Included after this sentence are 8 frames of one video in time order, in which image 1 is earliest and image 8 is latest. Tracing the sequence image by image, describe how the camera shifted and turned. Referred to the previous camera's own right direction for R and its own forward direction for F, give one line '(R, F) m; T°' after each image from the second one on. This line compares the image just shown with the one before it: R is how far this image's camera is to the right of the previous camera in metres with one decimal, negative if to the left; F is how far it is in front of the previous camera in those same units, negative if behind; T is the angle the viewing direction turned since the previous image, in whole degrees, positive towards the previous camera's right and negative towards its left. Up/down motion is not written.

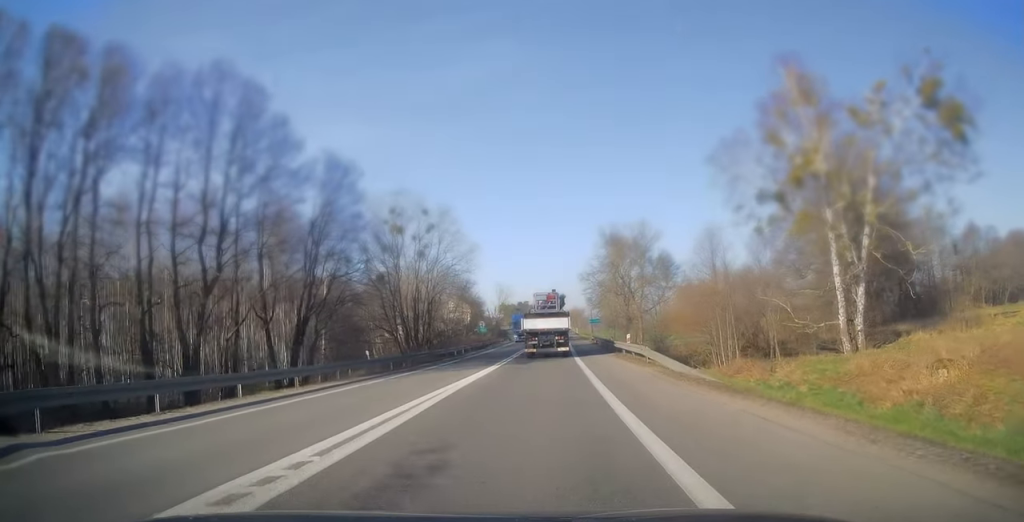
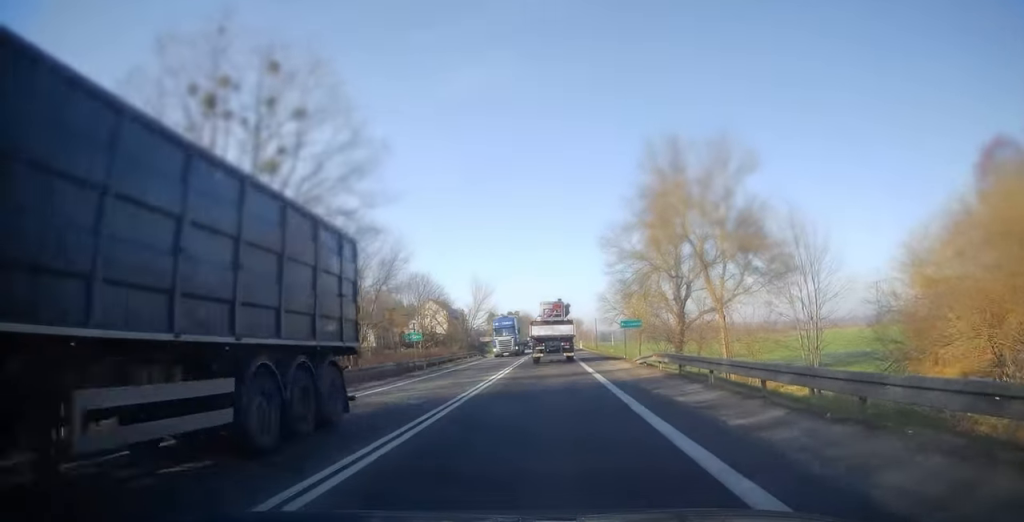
(+0.2, +36.8) m; 0°
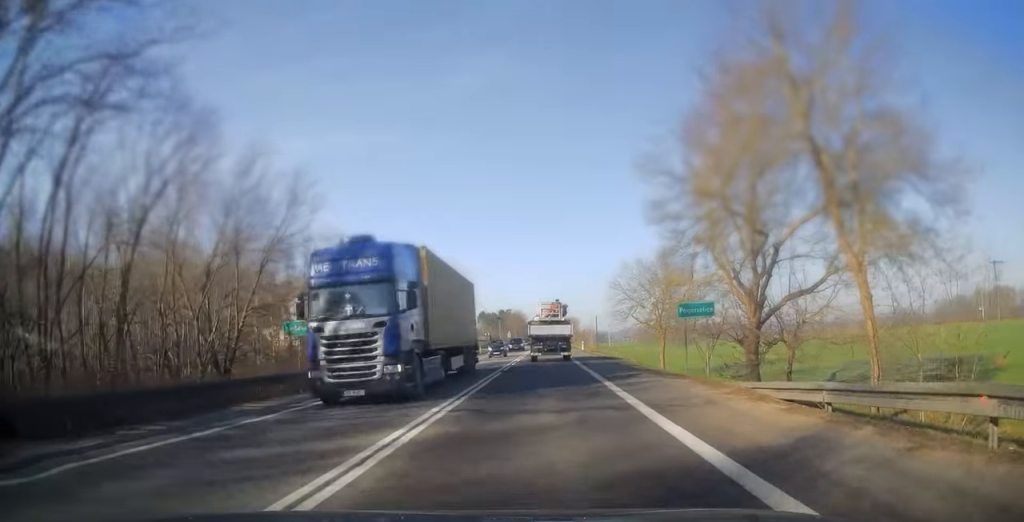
(0.0, +18.6) m; 0°
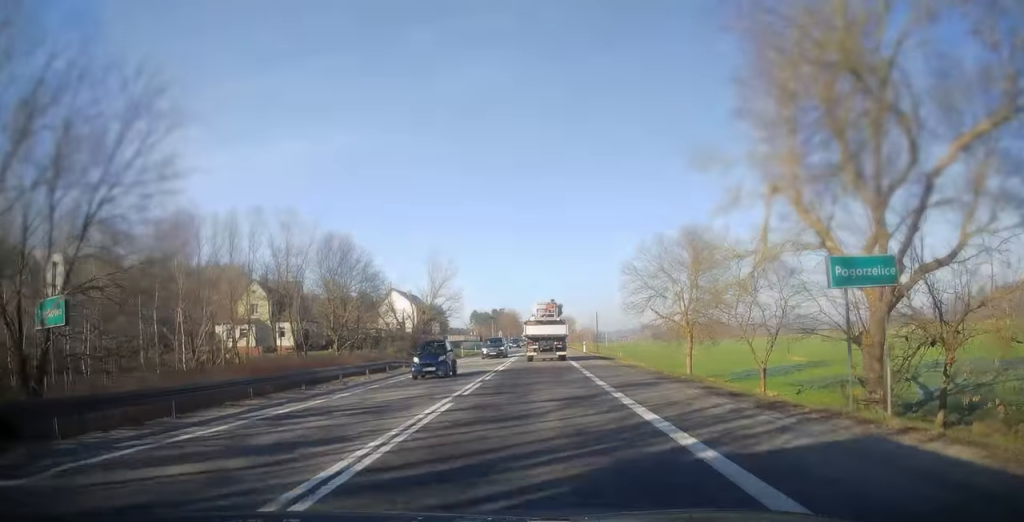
(+0.1, +12.3) m; 0°
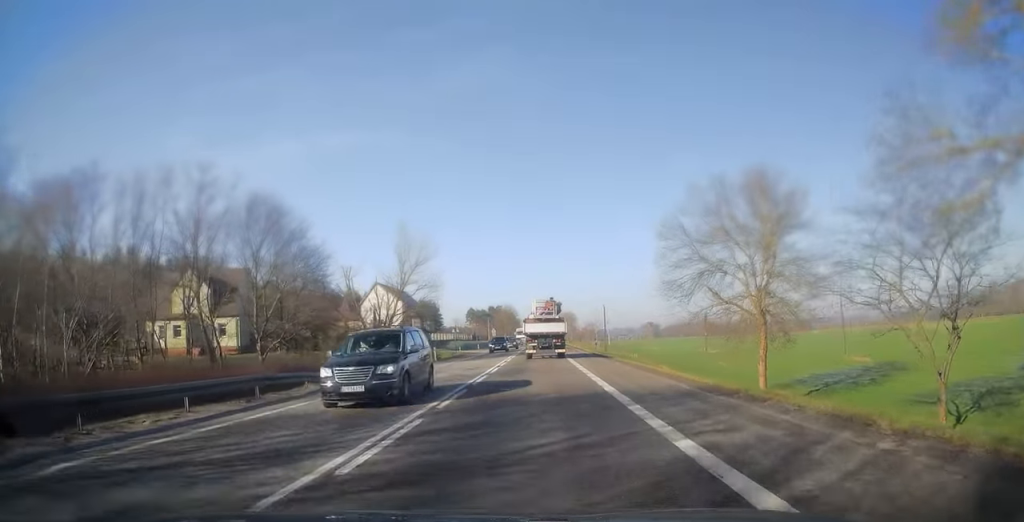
(0.0, +15.3) m; 0°
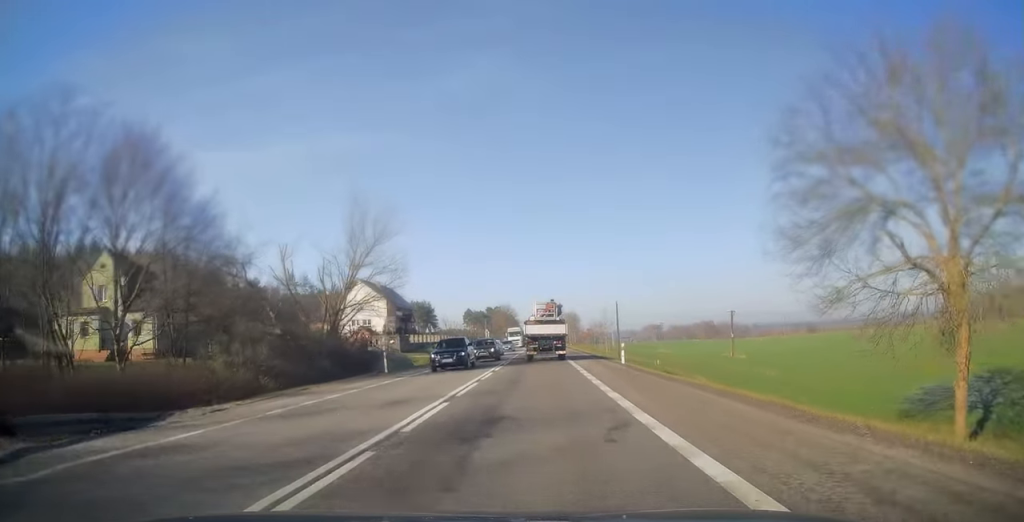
(+0.1, +15.2) m; 0°
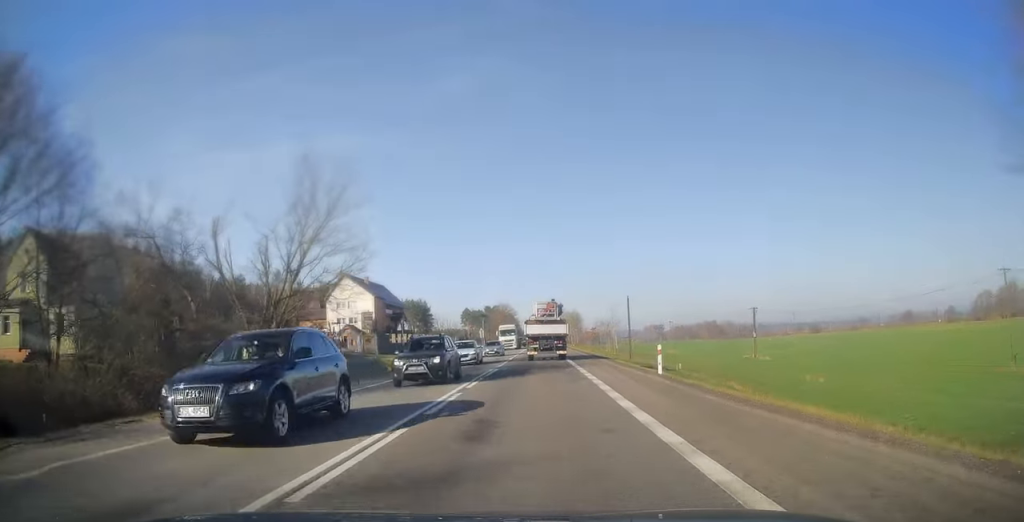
(0.0, +9.9) m; 0°
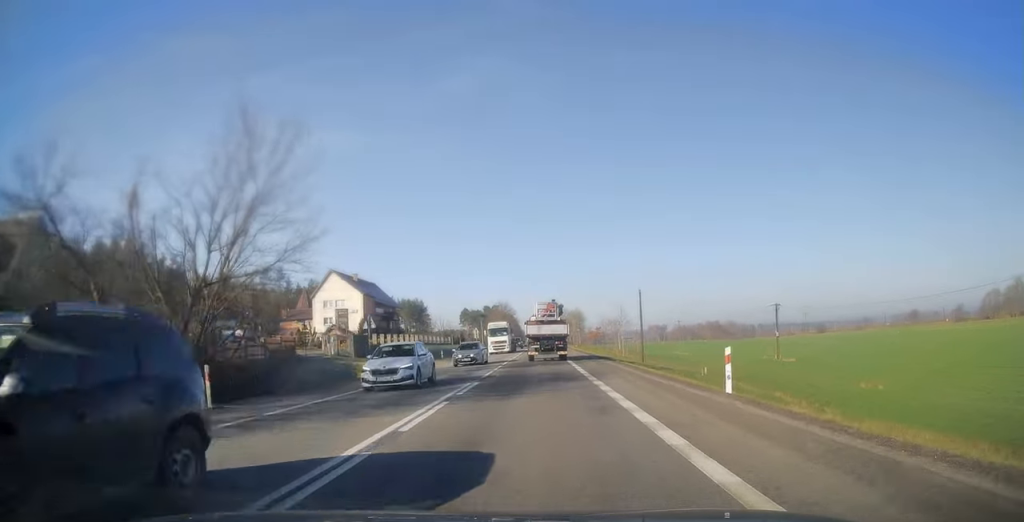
(0.0, +8.1) m; 0°
